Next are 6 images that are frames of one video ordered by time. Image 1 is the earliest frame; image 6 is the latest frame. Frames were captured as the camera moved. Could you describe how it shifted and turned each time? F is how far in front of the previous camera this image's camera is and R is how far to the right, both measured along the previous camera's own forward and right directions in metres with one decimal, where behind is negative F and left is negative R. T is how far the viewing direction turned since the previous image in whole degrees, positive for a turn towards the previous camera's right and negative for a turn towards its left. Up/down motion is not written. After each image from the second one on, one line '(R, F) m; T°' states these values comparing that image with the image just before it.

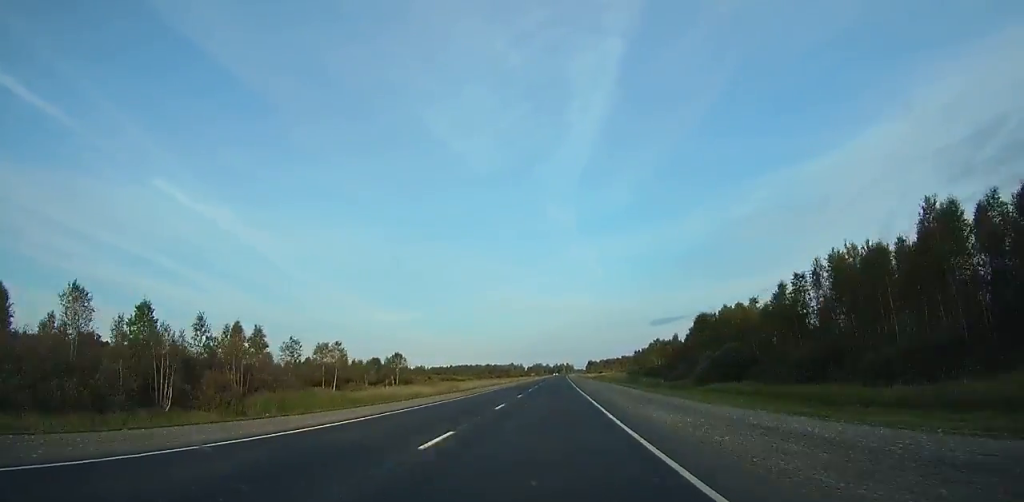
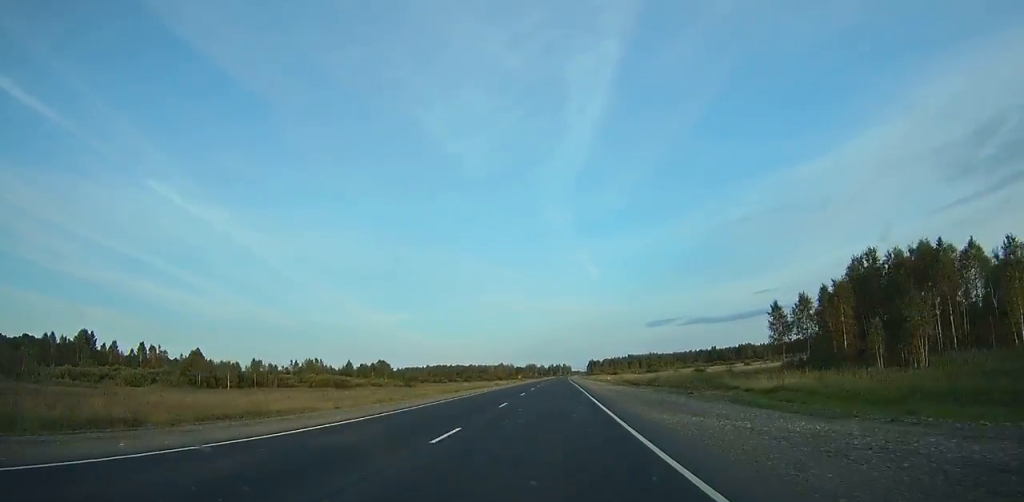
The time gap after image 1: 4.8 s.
(+0.9, +138.4) m; +1°
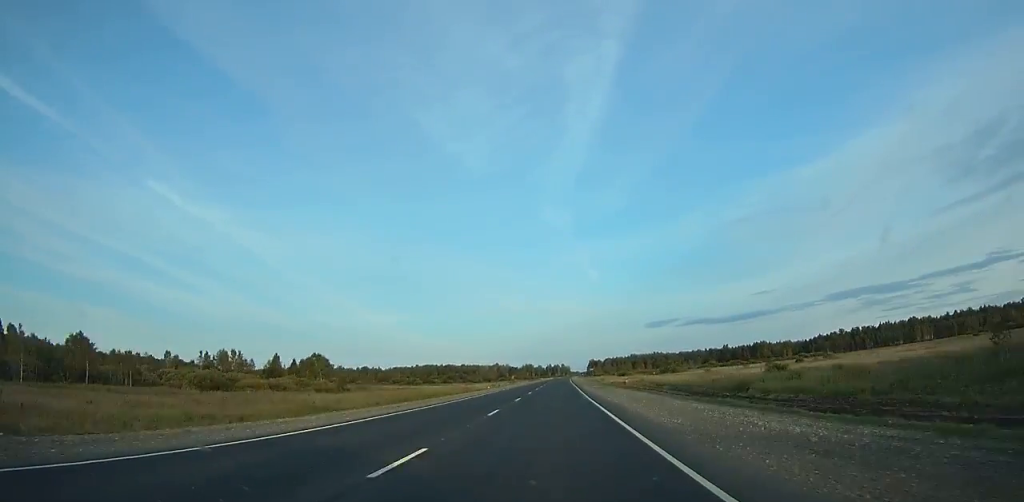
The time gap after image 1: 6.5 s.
(0.0, +49.6) m; 0°
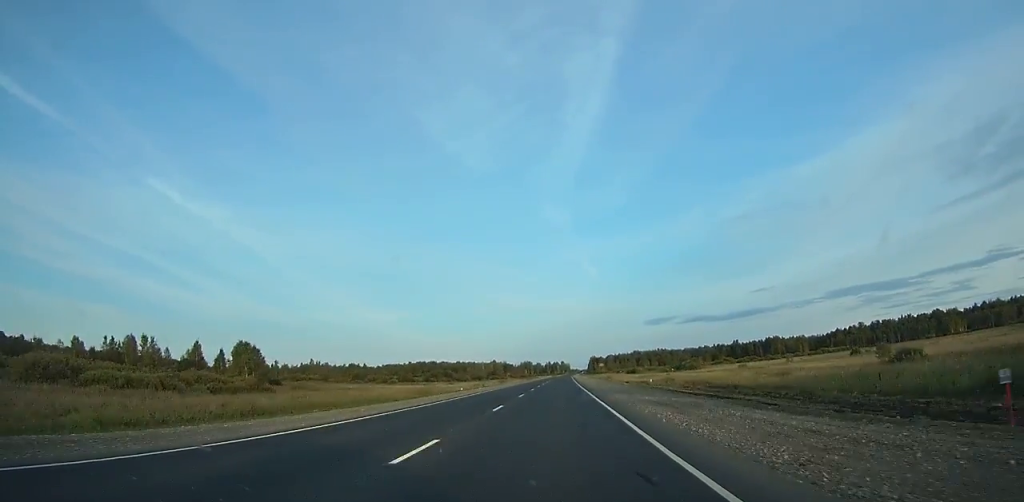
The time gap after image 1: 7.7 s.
(0.0, +35.3) m; 0°
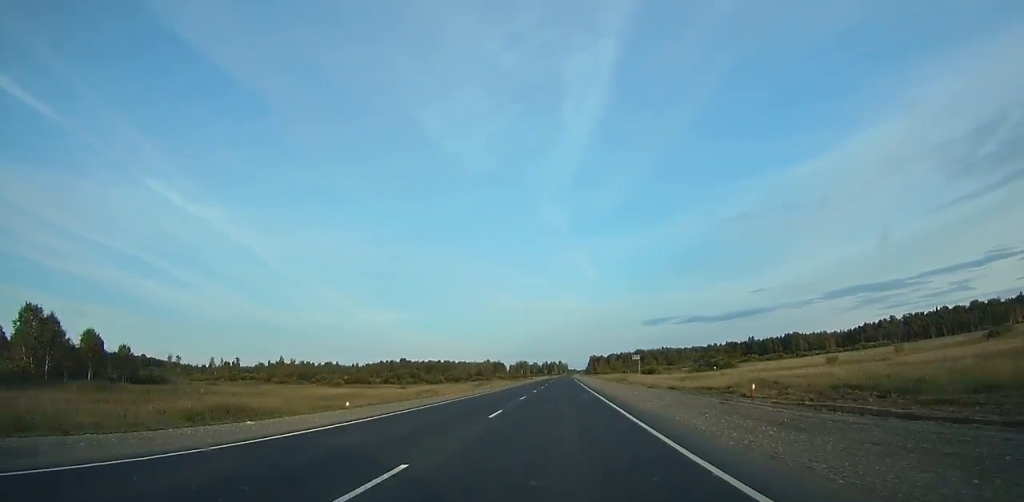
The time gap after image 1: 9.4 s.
(+0.1, +51.0) m; 0°
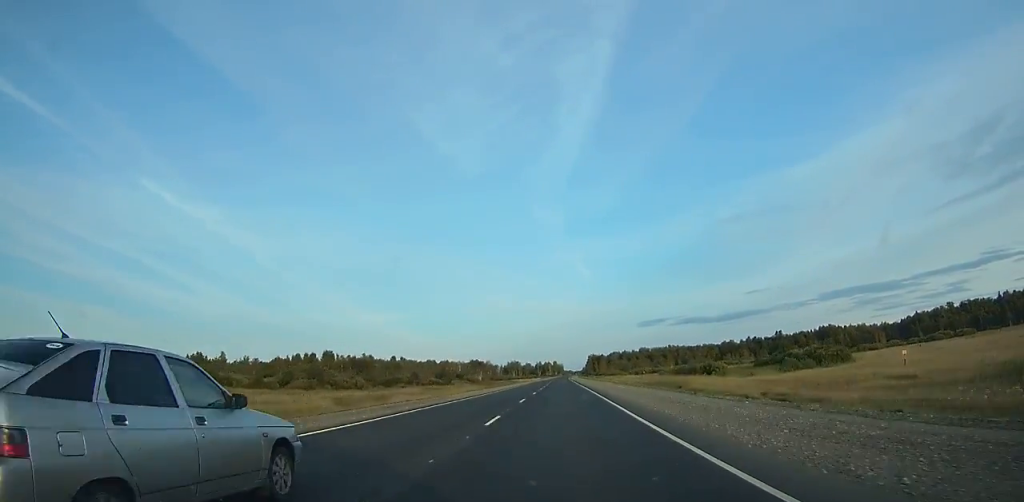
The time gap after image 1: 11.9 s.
(+0.4, +76.6) m; 0°
